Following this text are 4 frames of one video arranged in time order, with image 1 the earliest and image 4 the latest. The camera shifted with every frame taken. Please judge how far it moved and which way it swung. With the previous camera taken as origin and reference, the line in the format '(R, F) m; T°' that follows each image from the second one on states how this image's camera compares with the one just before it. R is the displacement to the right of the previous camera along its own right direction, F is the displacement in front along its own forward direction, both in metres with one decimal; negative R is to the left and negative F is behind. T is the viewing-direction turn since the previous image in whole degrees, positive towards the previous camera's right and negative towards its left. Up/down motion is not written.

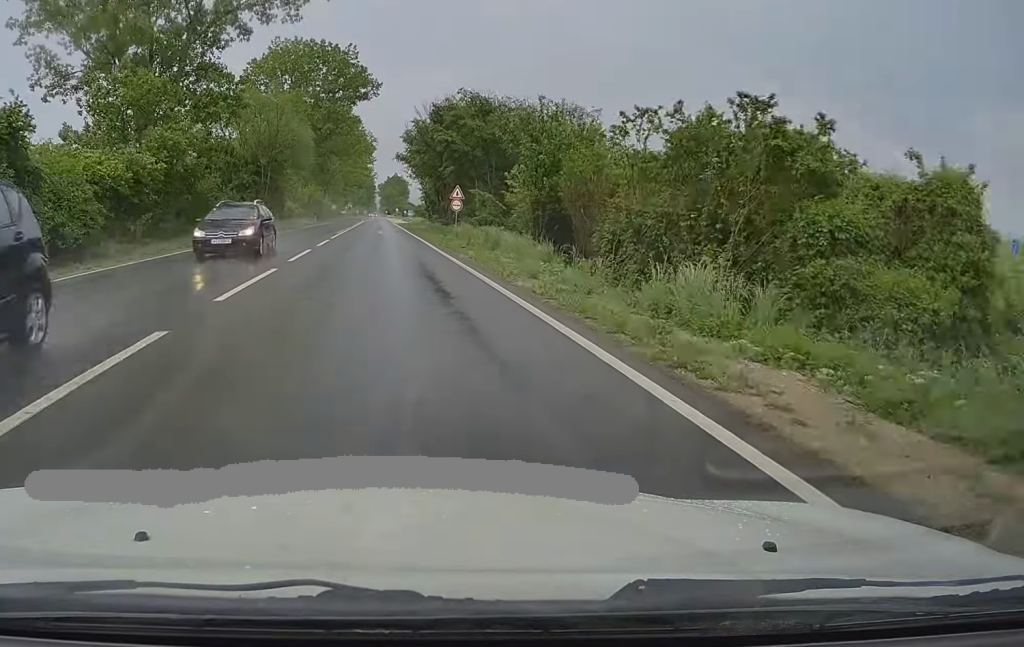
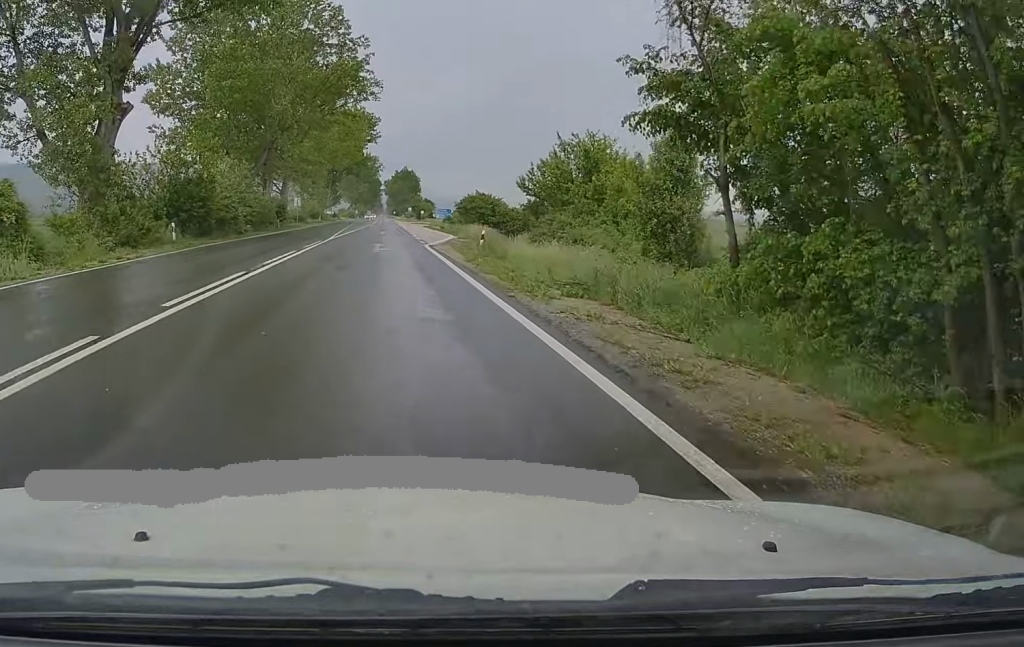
(0.0, +78.8) m; 0°
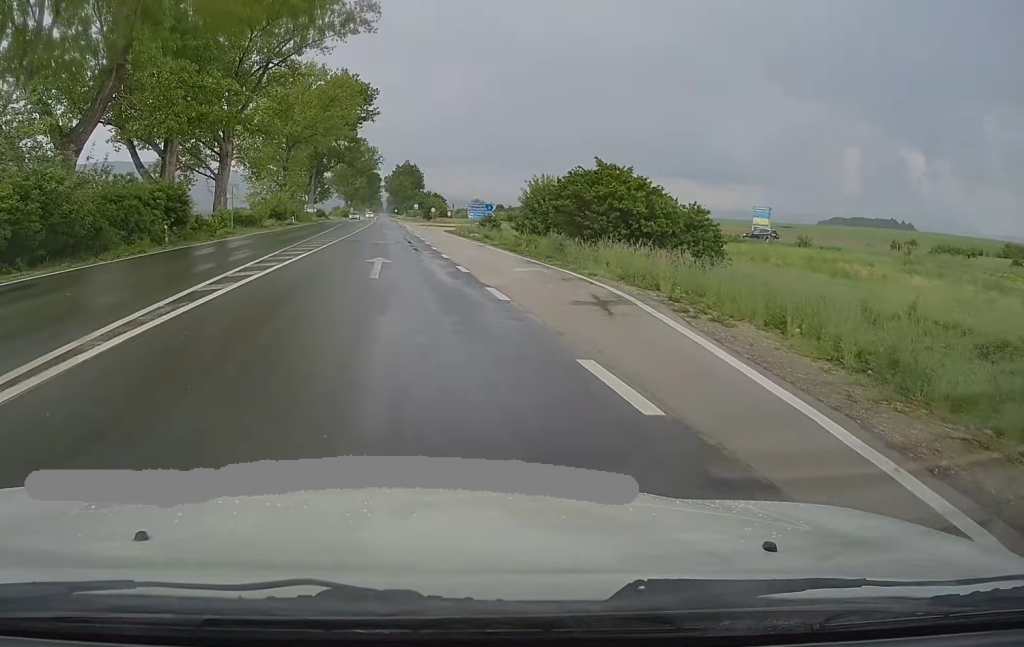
(0.0, +38.1) m; 0°
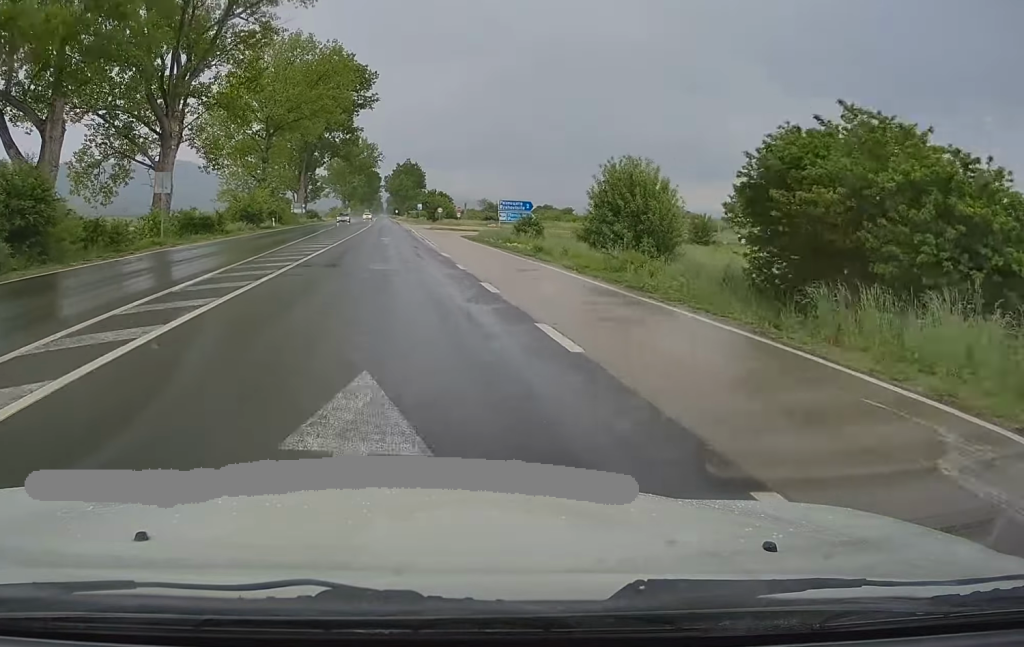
(0.0, +16.5) m; 0°
